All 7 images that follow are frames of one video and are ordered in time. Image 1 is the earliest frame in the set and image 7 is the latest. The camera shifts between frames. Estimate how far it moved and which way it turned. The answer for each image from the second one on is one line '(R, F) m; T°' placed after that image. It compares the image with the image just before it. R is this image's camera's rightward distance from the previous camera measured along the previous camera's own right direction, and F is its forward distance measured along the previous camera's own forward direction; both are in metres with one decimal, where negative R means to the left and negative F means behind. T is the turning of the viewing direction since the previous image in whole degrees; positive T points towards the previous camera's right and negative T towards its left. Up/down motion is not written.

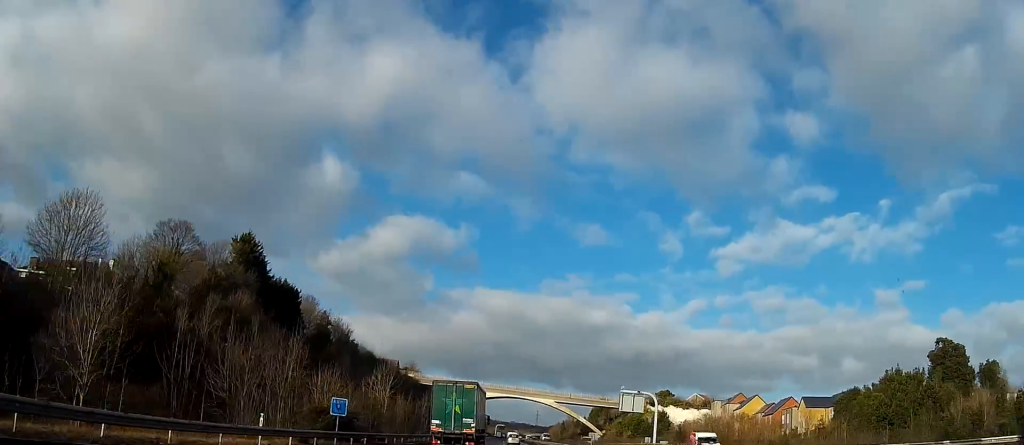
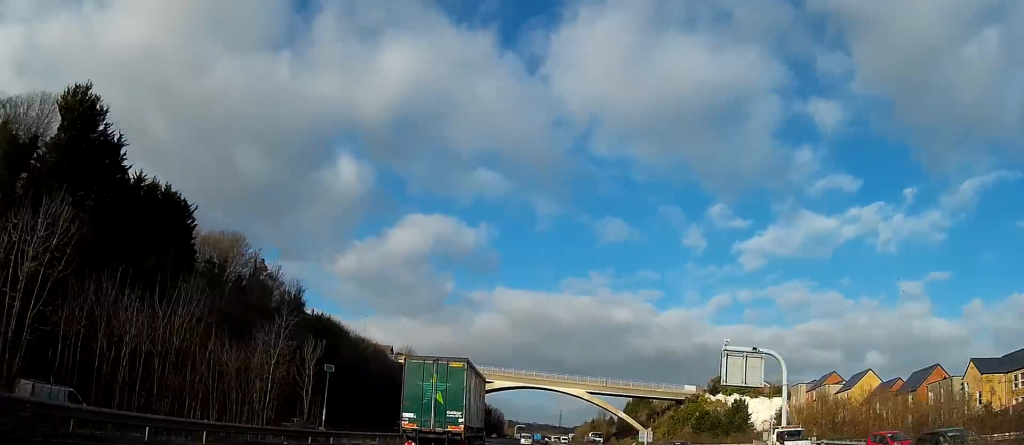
(-1.0, +50.4) m; -2°
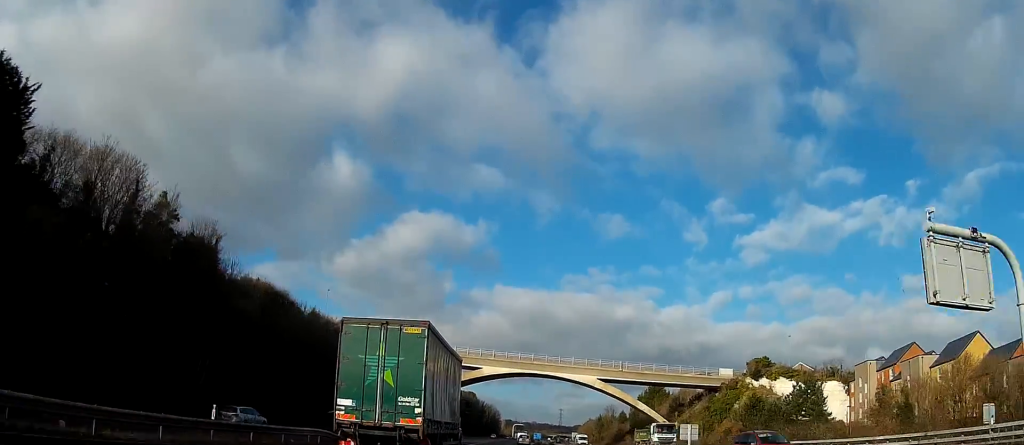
(-0.4, +34.2) m; -2°
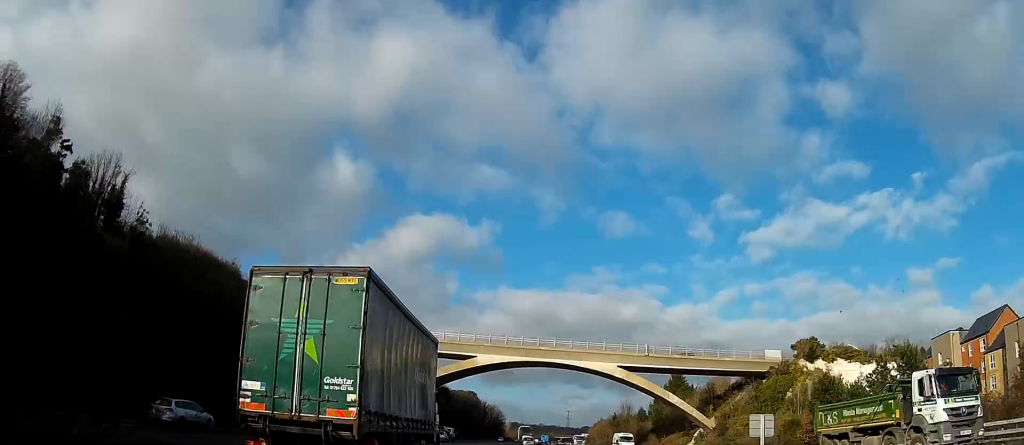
(-0.3, +25.7) m; -1°
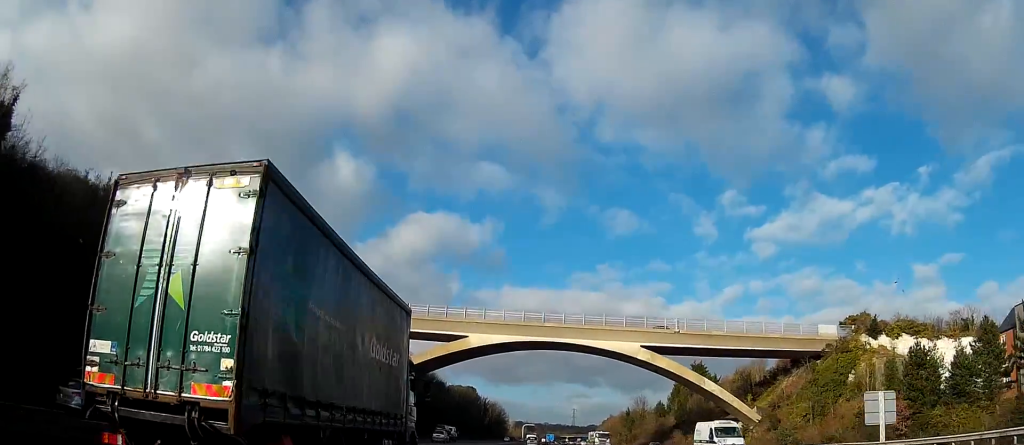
(-0.3, +21.5) m; -1°
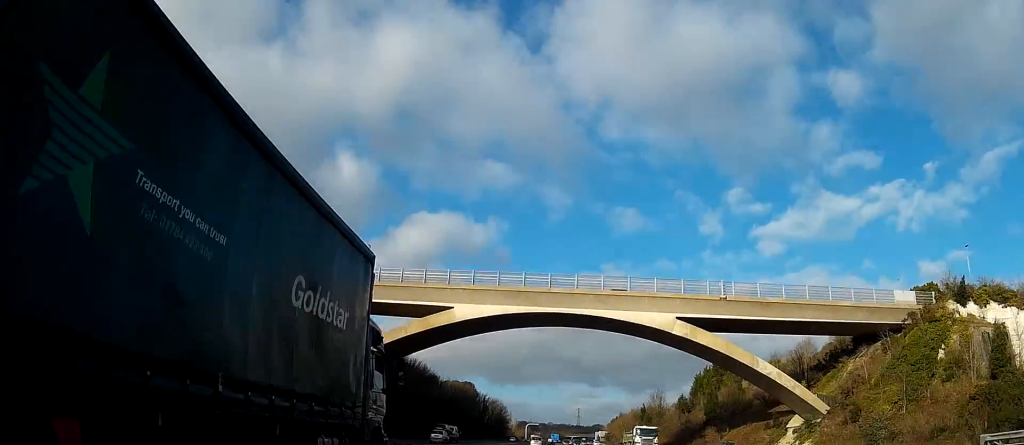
(-0.1, +21.5) m; 0°
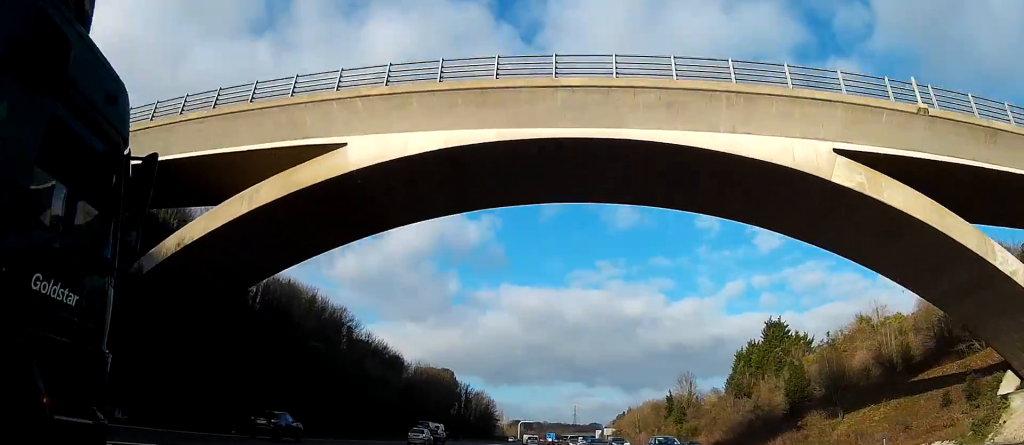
(+0.4, +41.7) m; +1°
